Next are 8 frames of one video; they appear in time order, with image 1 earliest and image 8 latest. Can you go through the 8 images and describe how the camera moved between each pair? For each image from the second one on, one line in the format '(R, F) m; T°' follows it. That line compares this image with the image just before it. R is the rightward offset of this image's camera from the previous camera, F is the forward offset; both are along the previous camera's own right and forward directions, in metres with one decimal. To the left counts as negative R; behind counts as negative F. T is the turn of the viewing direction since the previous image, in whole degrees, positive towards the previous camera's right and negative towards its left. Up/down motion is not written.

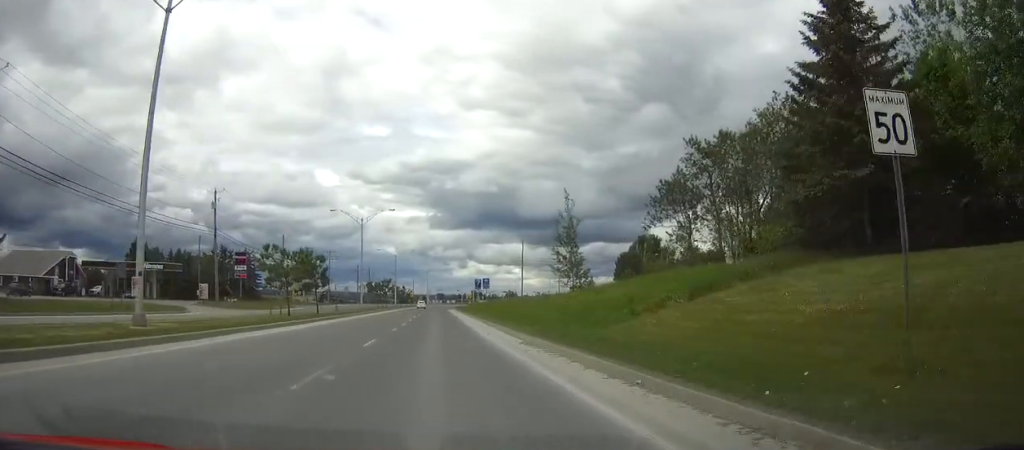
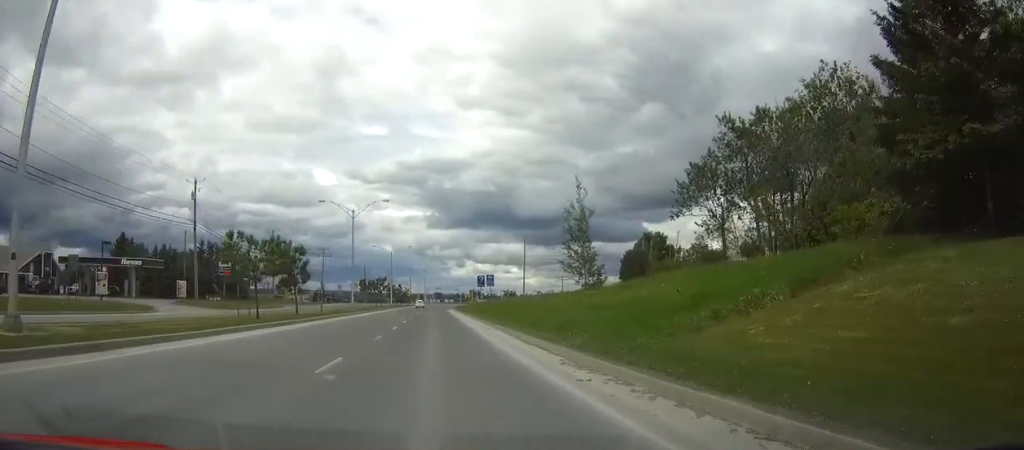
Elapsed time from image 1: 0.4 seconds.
(0.0, +6.9) m; 0°
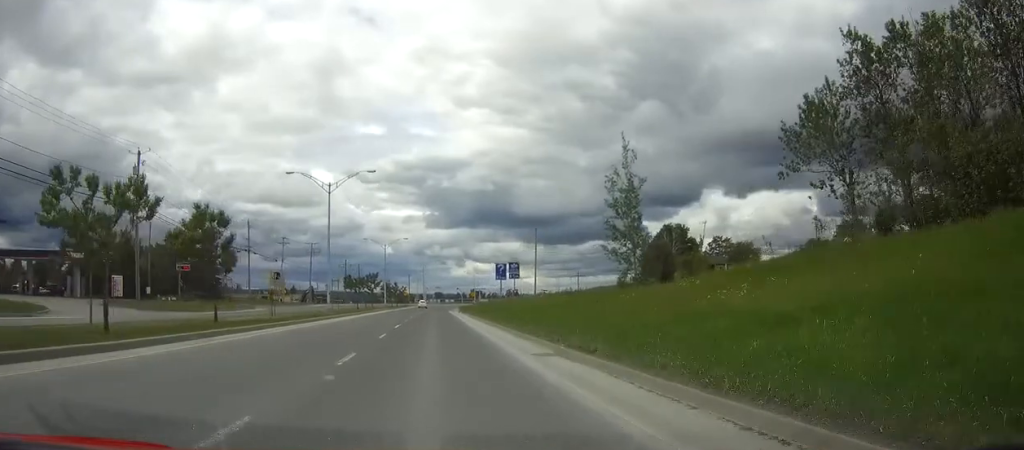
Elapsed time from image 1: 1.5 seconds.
(+0.1, +16.3) m; 0°
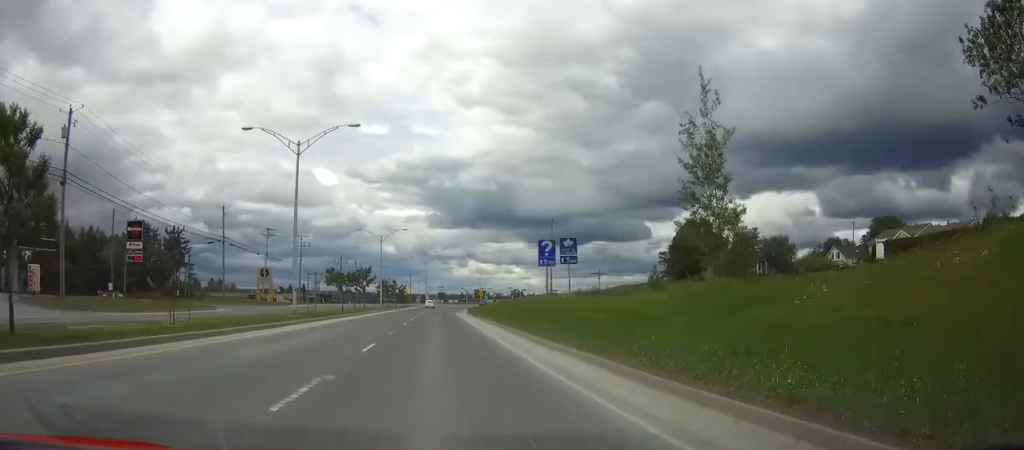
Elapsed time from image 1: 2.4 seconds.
(0.0, +14.6) m; 0°
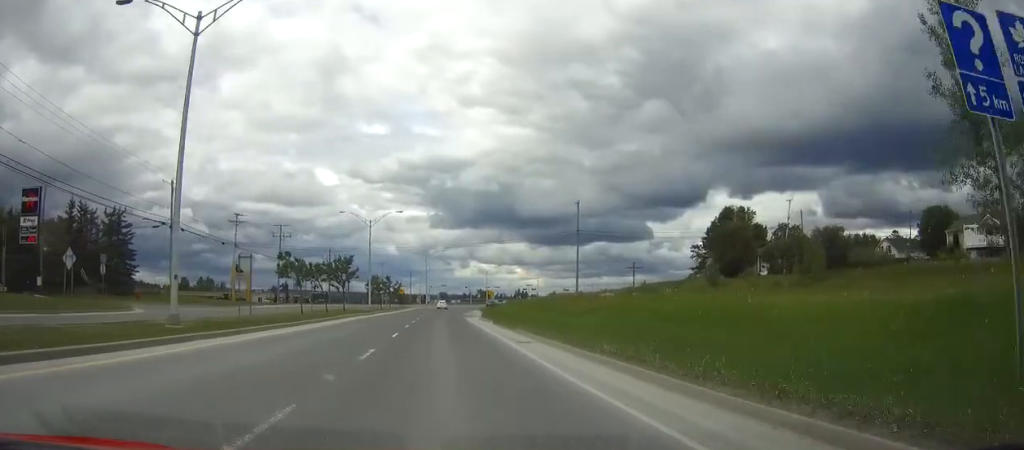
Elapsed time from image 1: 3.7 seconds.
(-0.1, +20.0) m; 0°
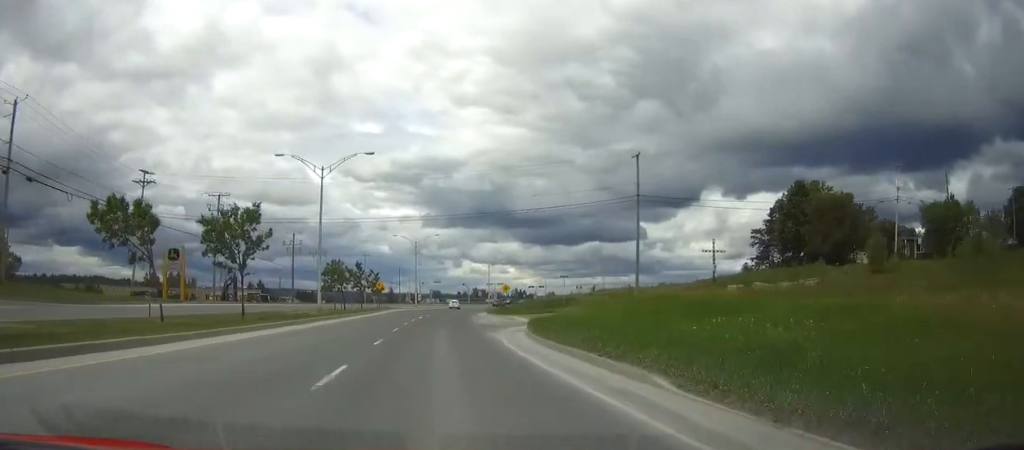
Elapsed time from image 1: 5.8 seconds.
(+0.1, +31.6) m; 0°
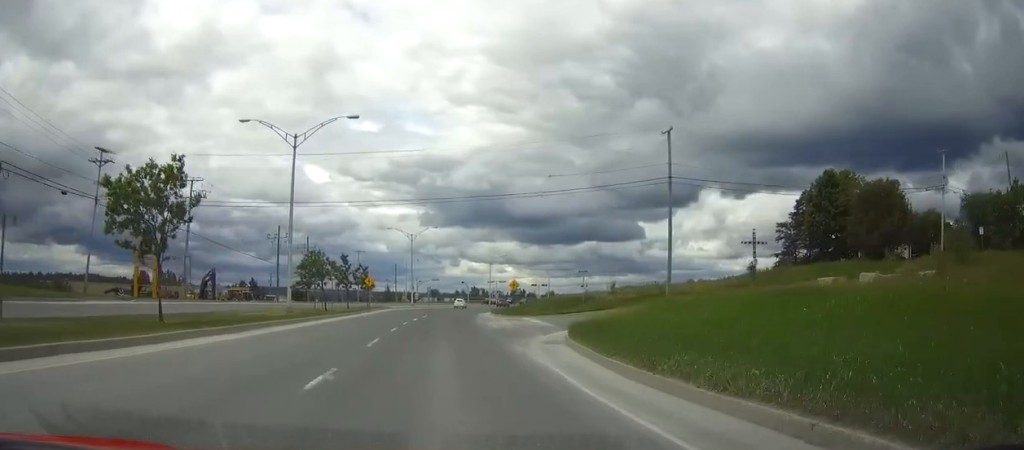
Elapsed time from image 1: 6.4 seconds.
(0.0, +9.7) m; 0°
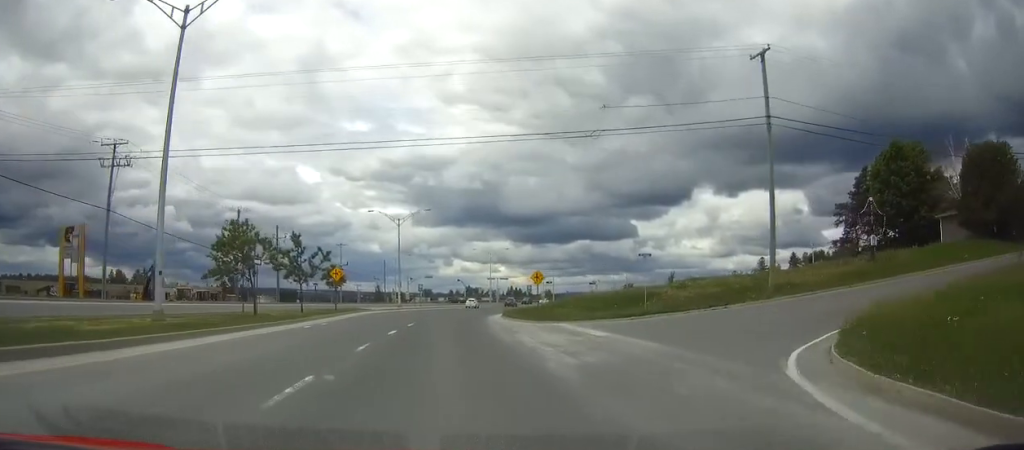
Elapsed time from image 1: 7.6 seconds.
(+0.1, +19.0) m; +1°
